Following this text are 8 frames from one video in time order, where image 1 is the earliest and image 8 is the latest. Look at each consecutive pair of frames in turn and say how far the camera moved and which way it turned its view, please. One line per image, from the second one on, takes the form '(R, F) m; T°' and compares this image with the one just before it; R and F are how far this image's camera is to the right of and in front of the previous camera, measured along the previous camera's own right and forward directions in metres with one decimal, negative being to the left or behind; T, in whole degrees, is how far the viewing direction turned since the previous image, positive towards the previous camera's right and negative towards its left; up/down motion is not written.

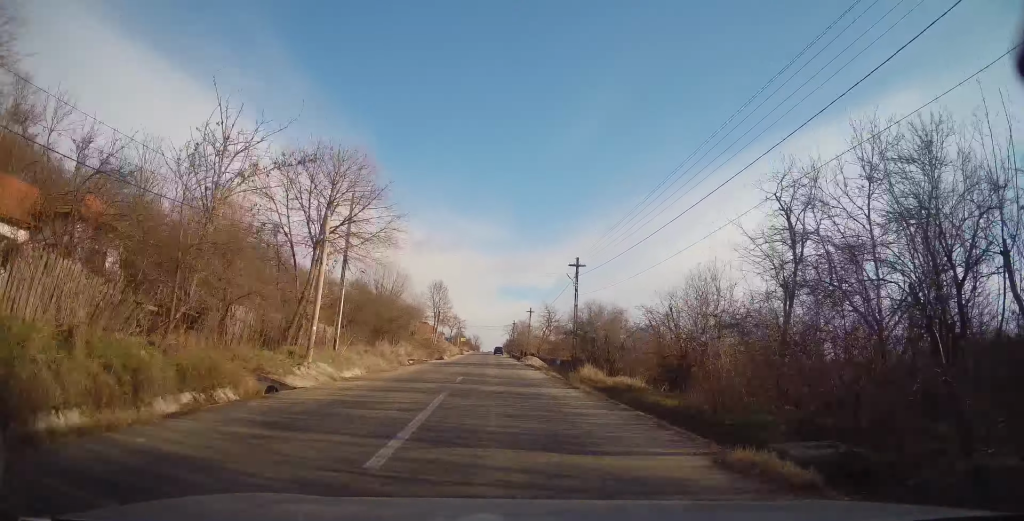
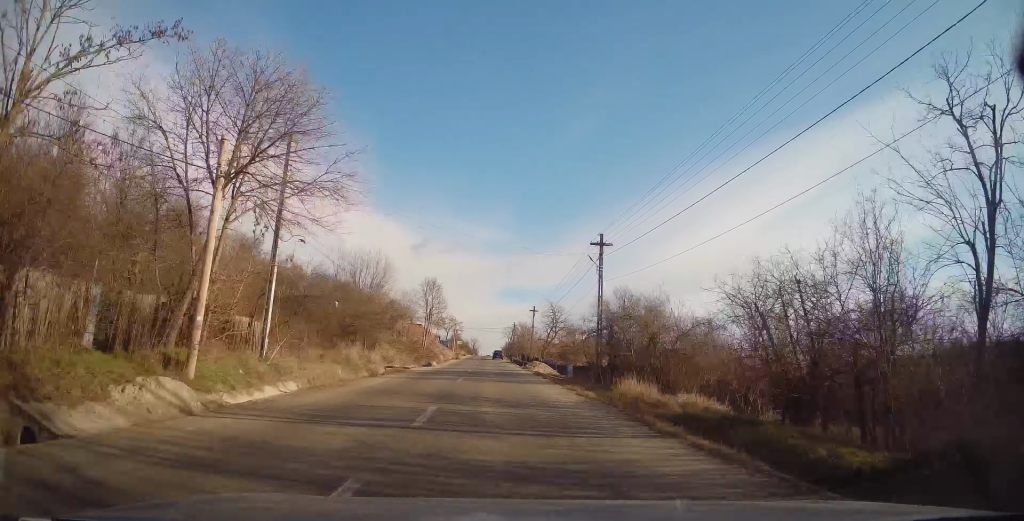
(-0.2, +8.6) m; 0°
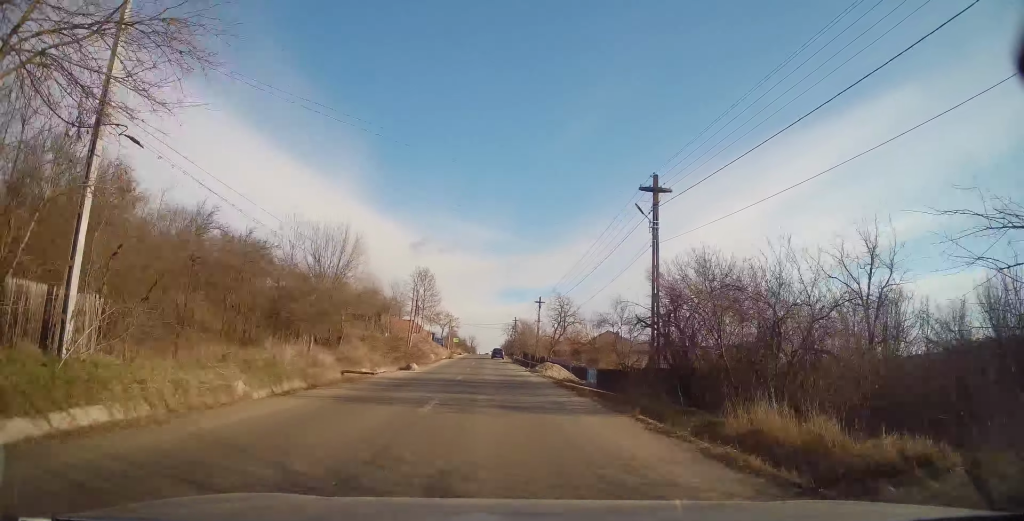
(+0.2, +9.9) m; +1°
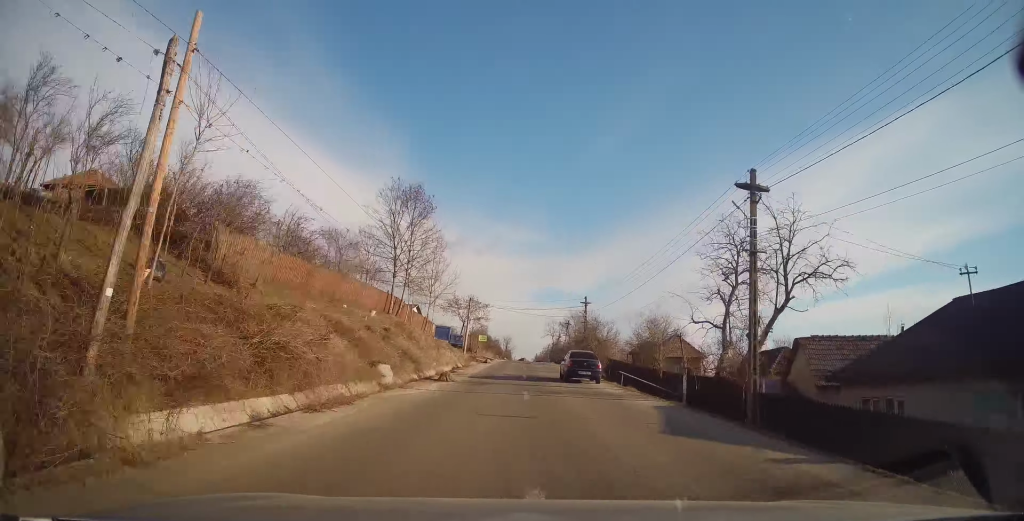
(-0.6, +43.8) m; -4°
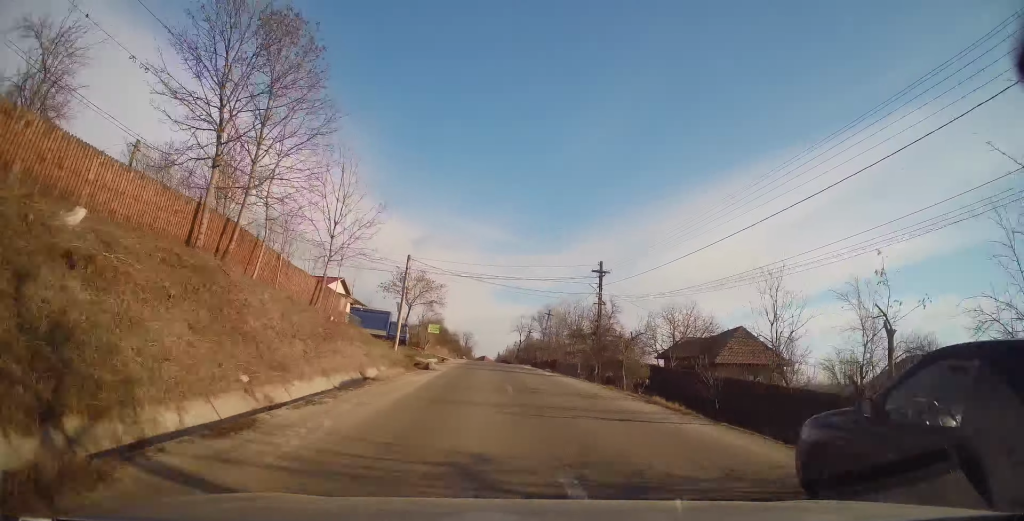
(+0.3, +21.5) m; +3°
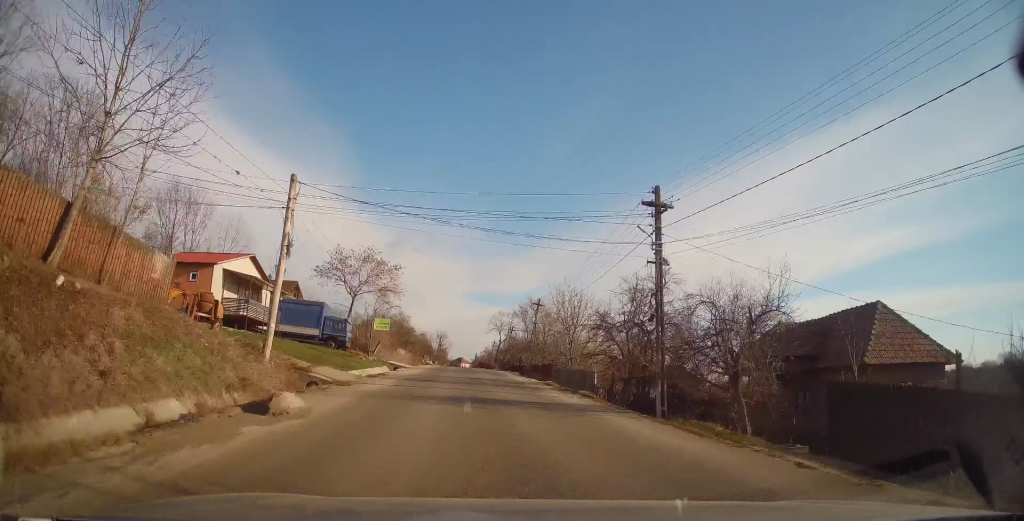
(+0.4, +15.8) m; +2°
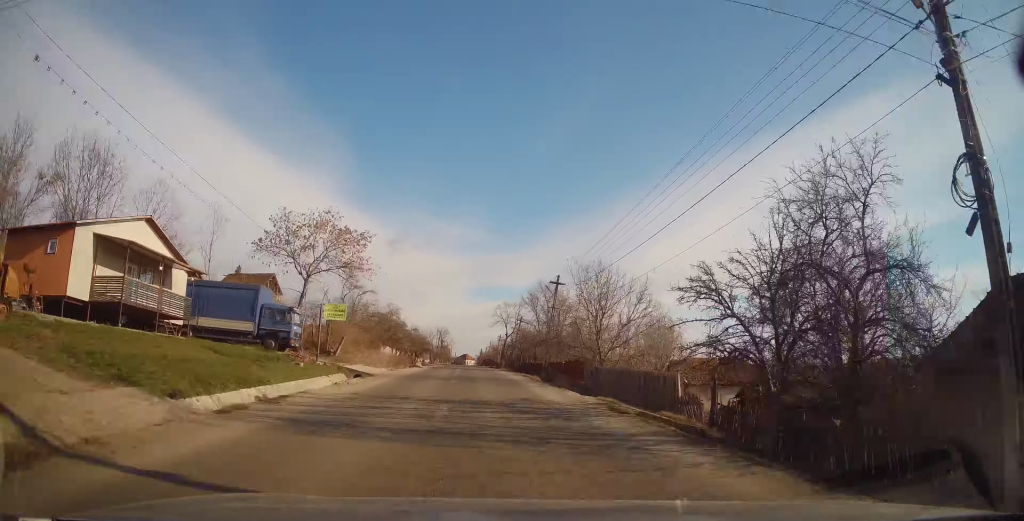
(+0.3, +12.7) m; 0°
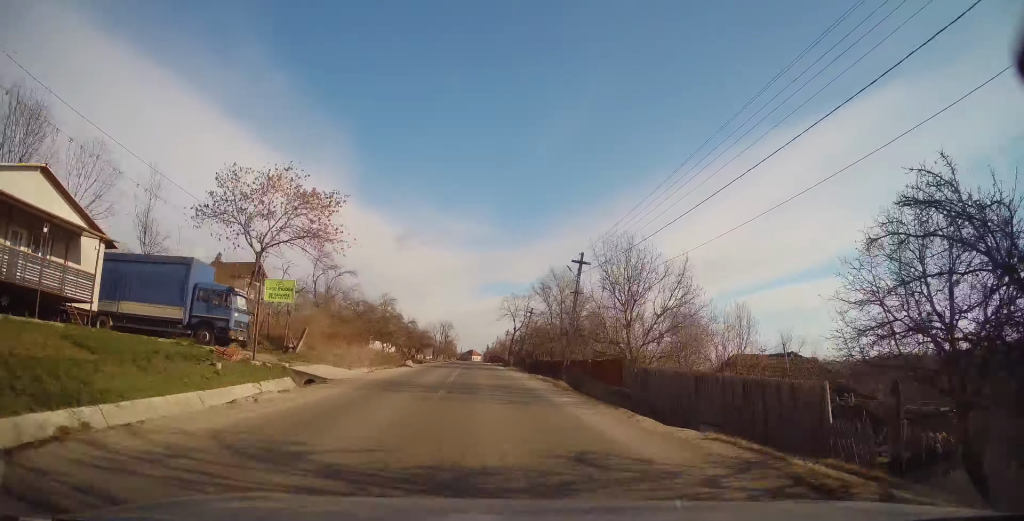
(-0.2, +7.6) m; 0°
